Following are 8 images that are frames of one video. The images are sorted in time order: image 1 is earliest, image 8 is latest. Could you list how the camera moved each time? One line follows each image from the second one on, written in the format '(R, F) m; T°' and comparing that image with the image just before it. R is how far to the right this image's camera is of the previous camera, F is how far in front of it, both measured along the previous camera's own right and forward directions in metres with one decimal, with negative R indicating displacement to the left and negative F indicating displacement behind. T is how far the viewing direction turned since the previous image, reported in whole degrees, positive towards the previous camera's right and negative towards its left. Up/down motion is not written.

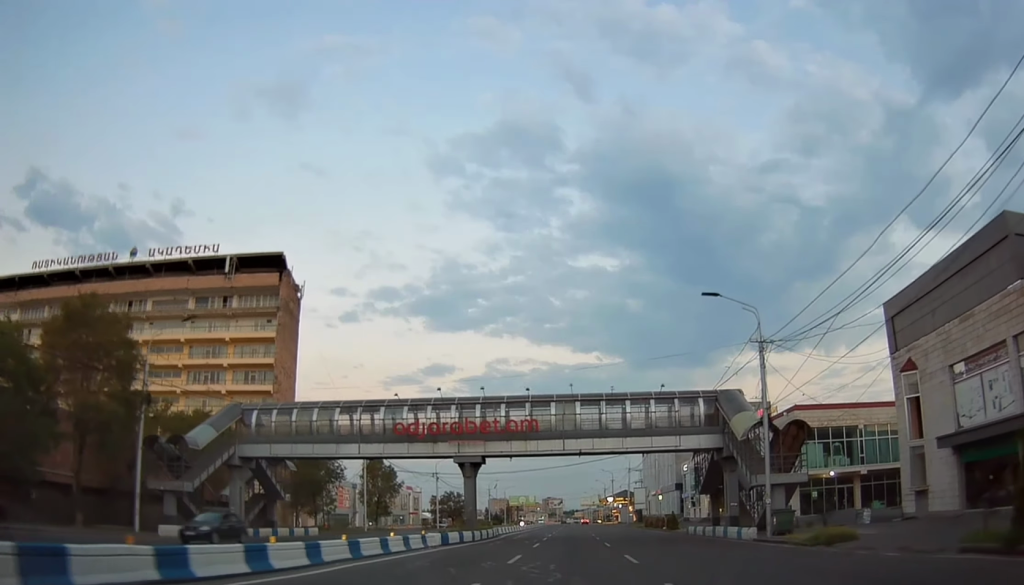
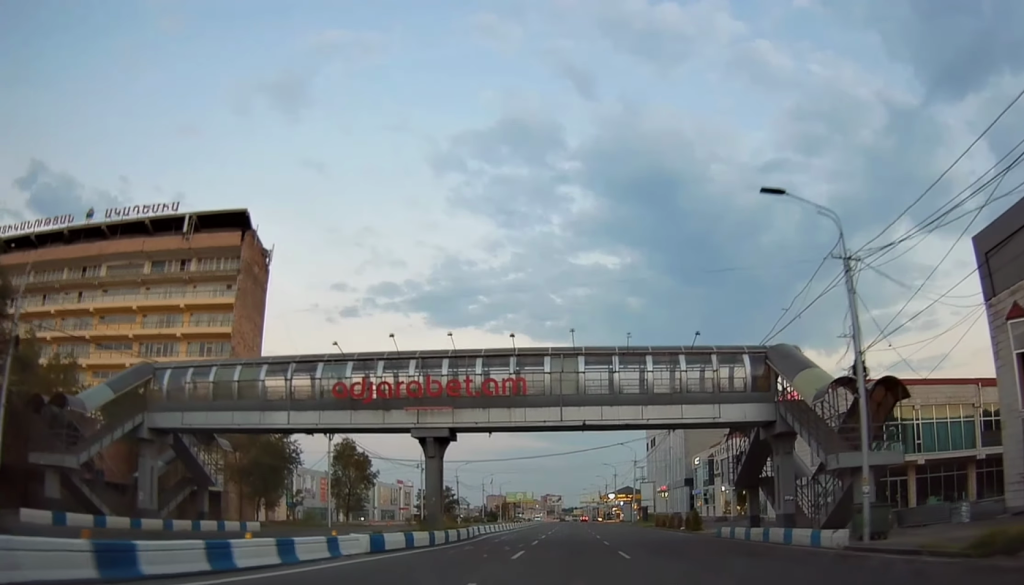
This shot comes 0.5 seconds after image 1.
(0.0, +10.7) m; 0°
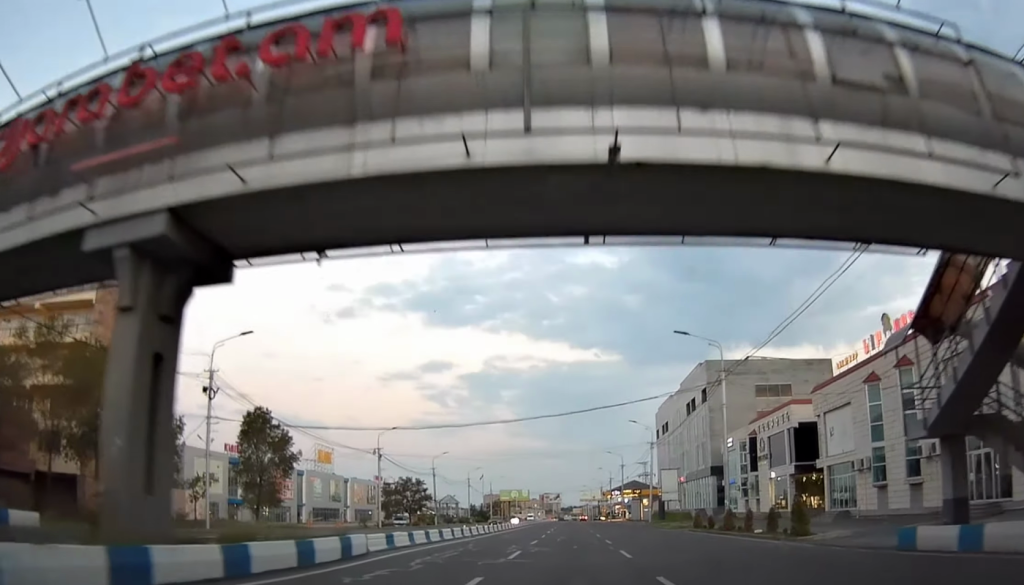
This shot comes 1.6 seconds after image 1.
(-0.1, +21.6) m; -1°
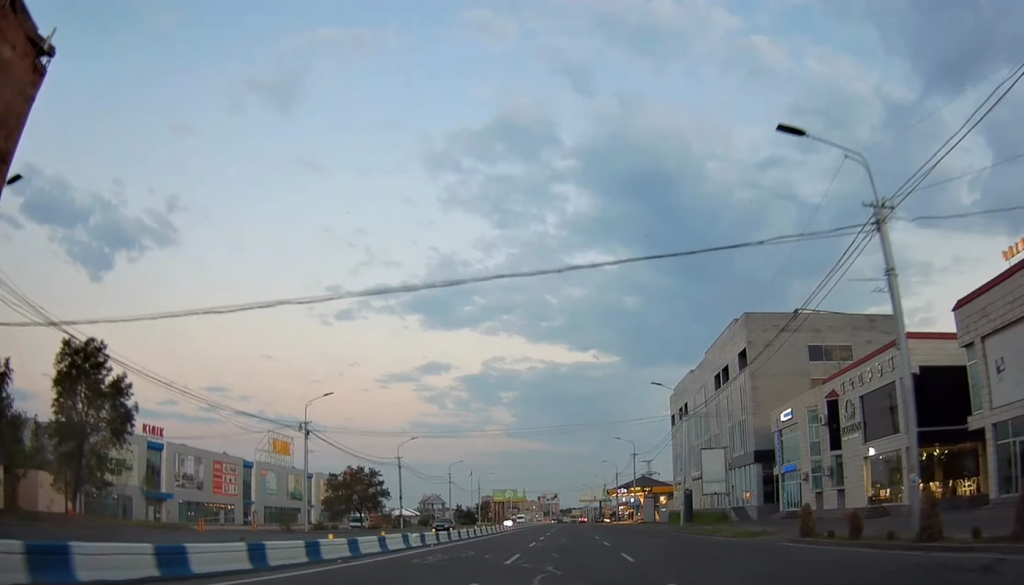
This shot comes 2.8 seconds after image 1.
(0.0, +21.9) m; 0°
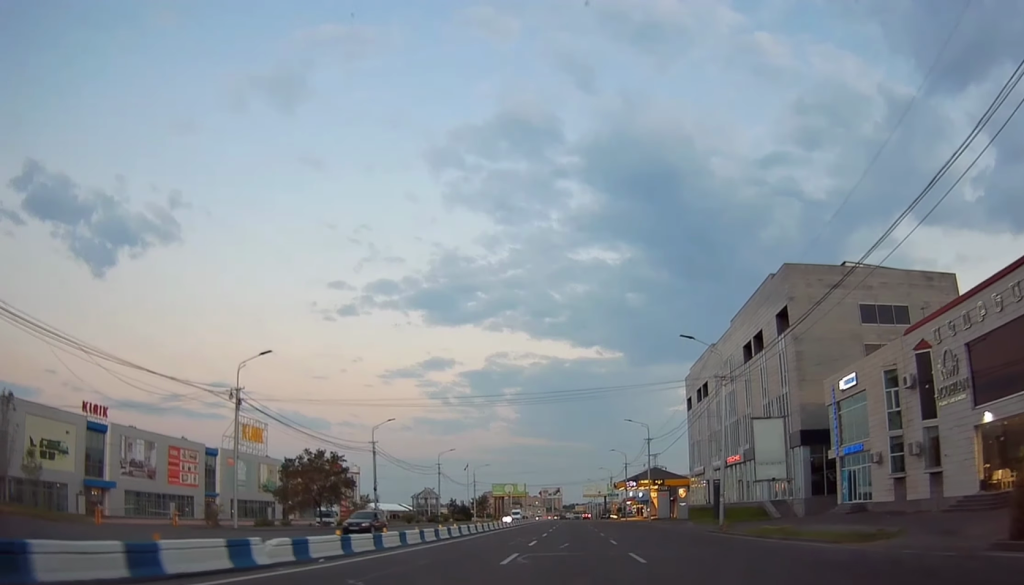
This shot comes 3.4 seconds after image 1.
(-0.1, +13.4) m; 0°
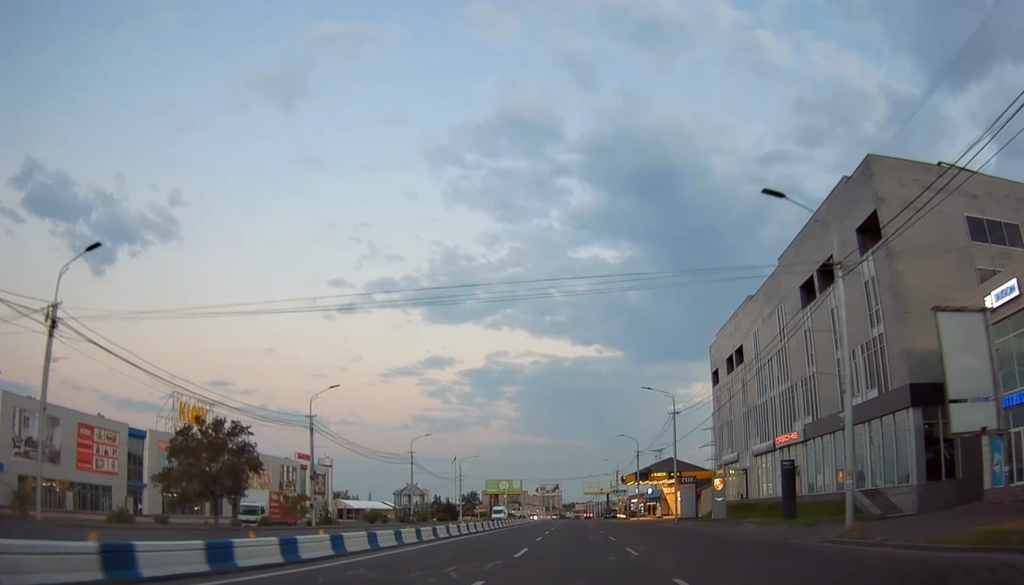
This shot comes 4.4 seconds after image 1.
(0.0, +19.1) m; 0°
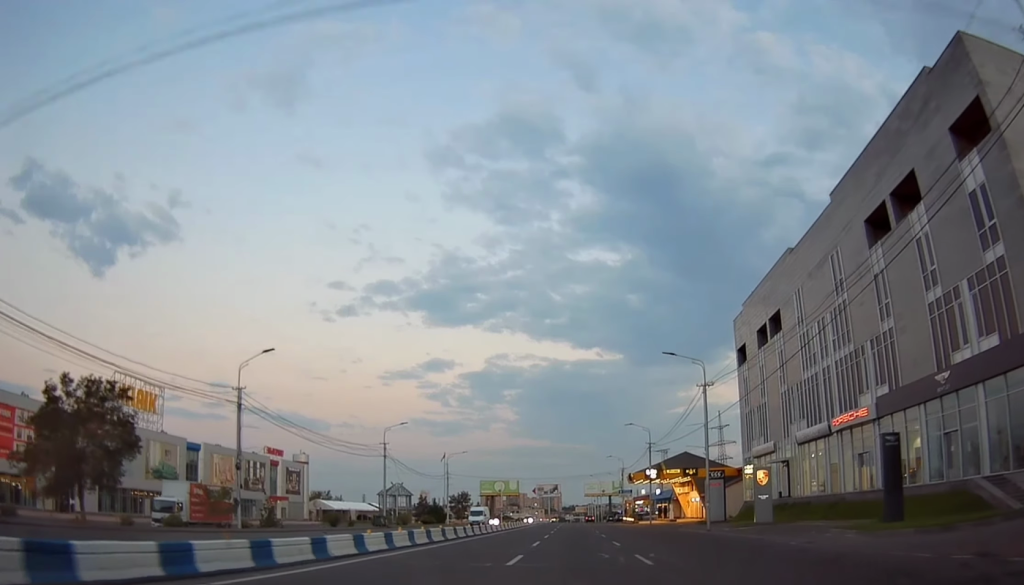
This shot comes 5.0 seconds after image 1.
(0.0, +13.7) m; 0°
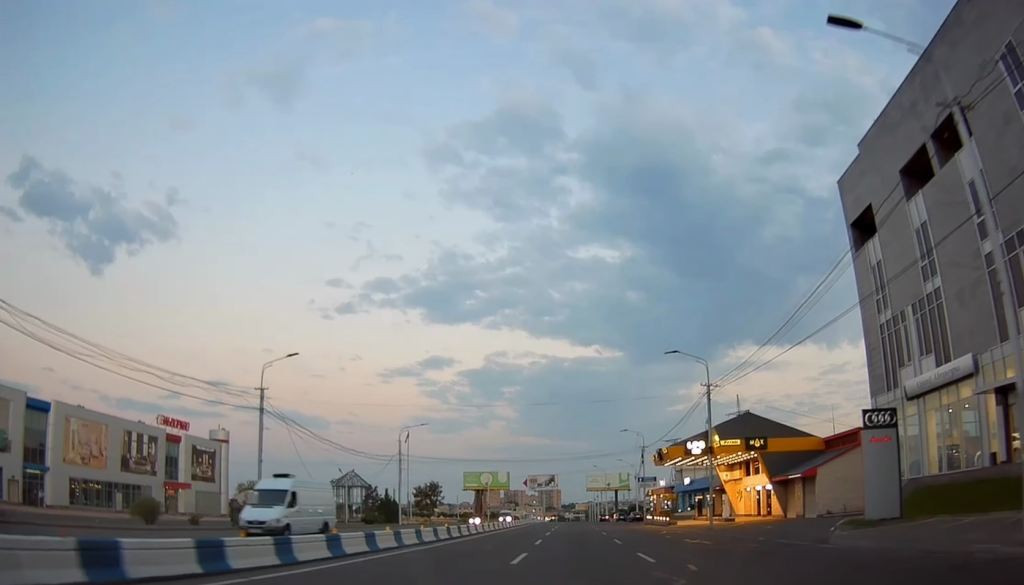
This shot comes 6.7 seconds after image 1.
(0.0, +33.1) m; 0°
